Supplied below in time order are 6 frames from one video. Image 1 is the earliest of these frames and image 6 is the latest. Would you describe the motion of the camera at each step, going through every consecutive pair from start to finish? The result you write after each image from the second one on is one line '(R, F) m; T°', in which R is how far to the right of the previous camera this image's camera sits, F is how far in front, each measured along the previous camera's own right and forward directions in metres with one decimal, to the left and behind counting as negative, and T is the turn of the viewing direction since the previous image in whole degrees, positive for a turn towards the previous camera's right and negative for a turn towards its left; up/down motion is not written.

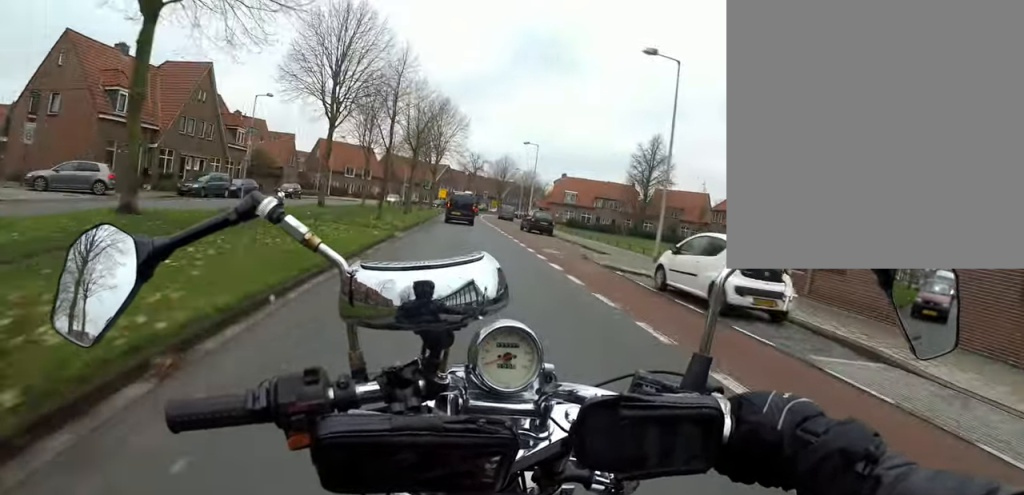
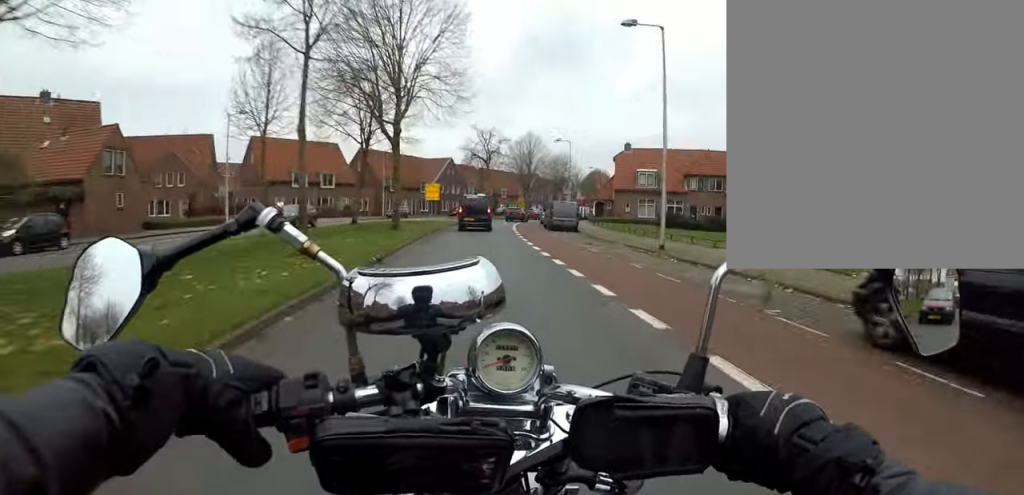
(+3.4, +30.1) m; +13°
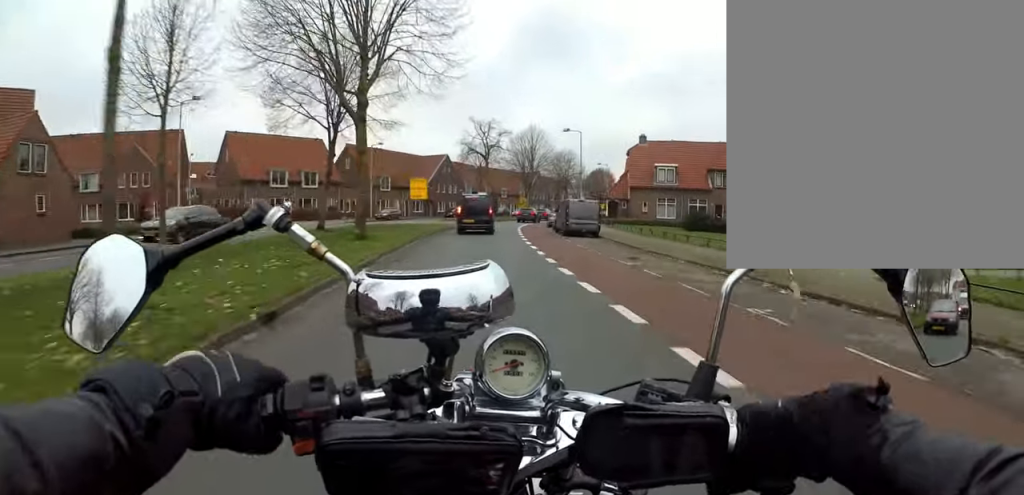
(0.0, +5.3) m; +2°
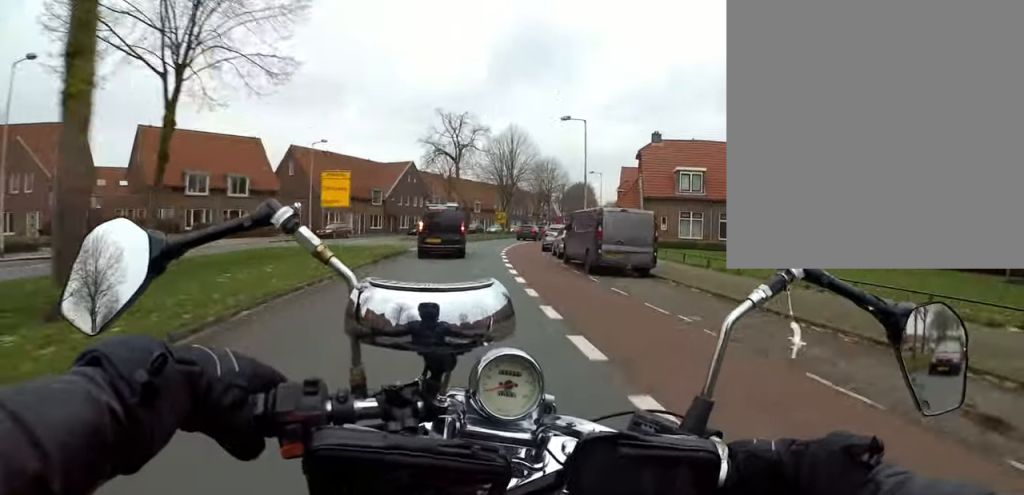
(+0.4, +9.9) m; +4°
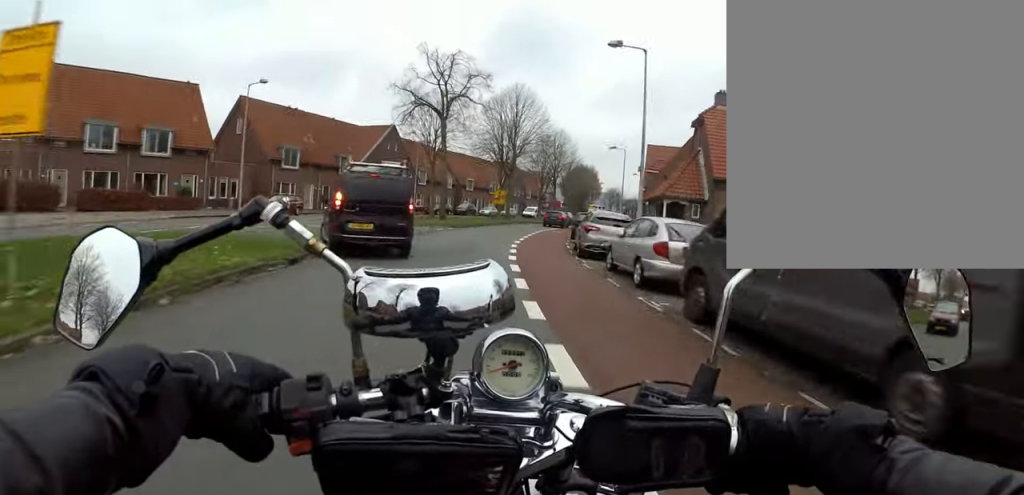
(+0.4, +10.3) m; +3°
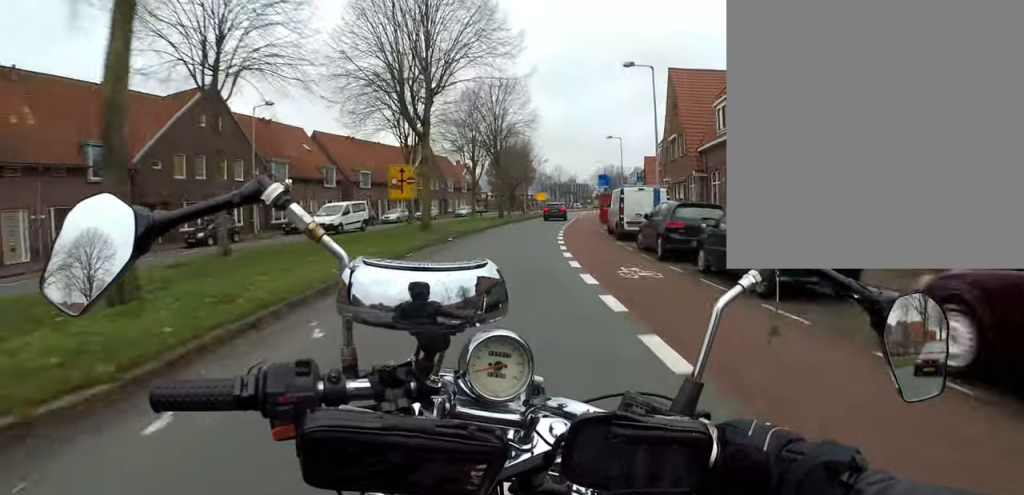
(+0.2, +23.9) m; -1°
